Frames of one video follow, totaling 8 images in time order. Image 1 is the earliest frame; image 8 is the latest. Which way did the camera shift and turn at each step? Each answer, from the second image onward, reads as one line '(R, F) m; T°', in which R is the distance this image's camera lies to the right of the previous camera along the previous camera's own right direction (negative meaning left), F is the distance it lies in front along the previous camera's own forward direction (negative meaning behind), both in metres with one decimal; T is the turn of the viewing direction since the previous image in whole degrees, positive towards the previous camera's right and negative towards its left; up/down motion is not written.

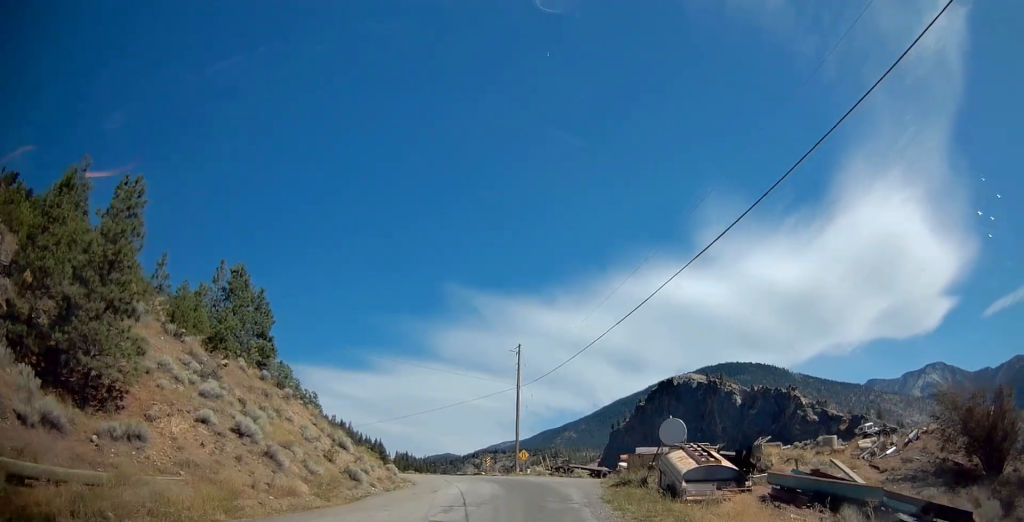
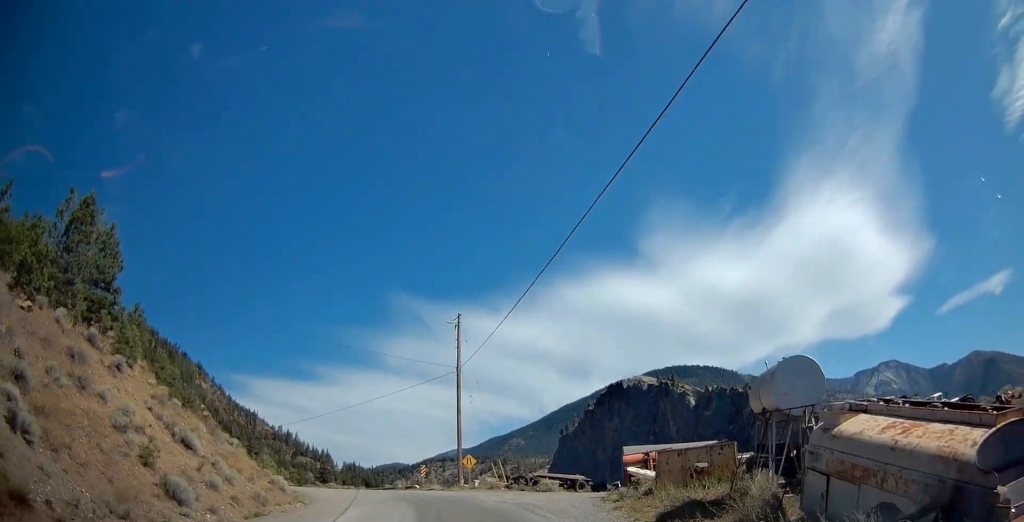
(+0.6, +14.7) m; +5°
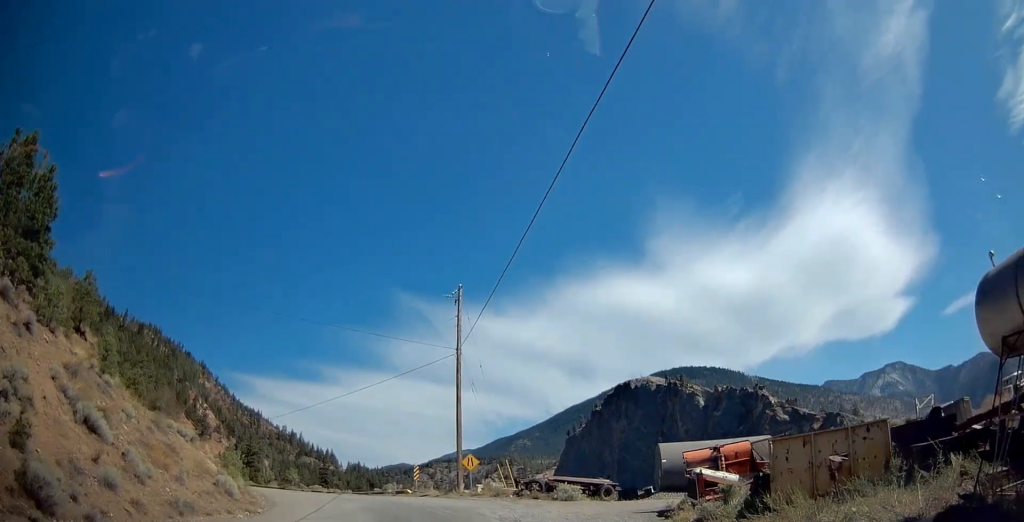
(0.0, +7.1) m; +1°
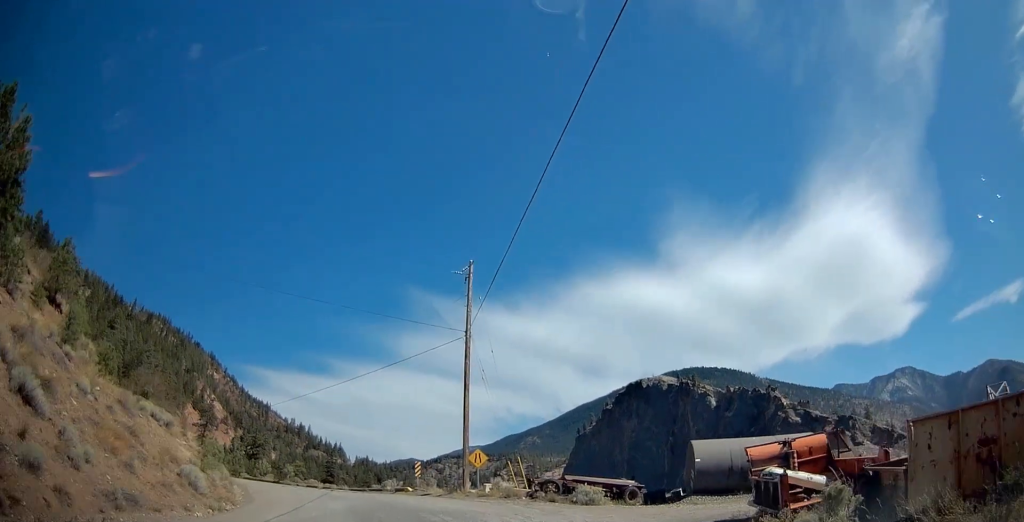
(+0.1, +3.8) m; +1°
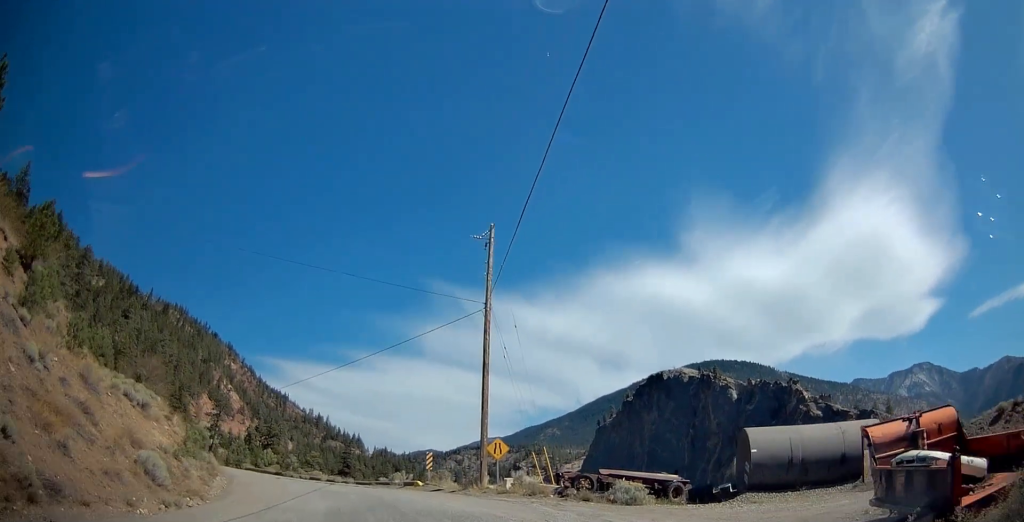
(0.0, +4.3) m; +1°
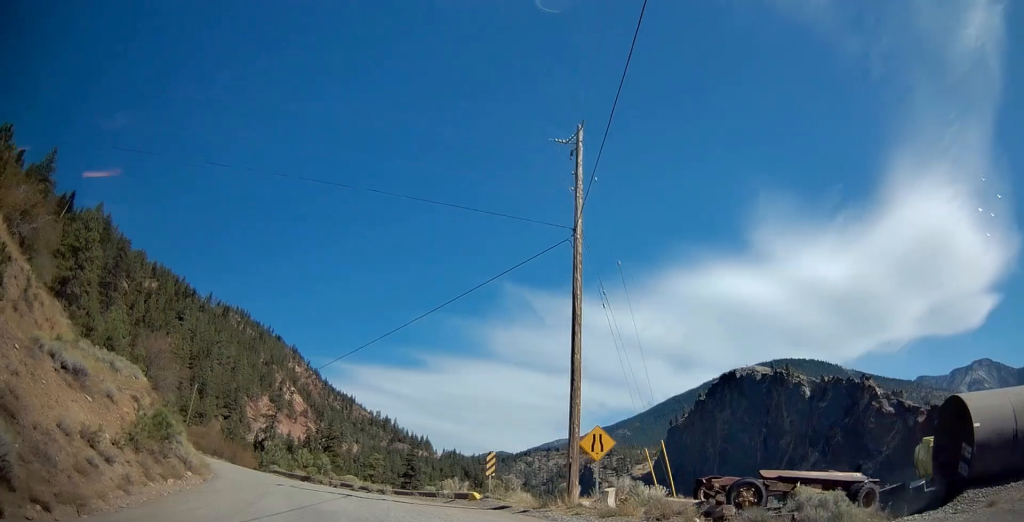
(-0.2, +9.8) m; -7°
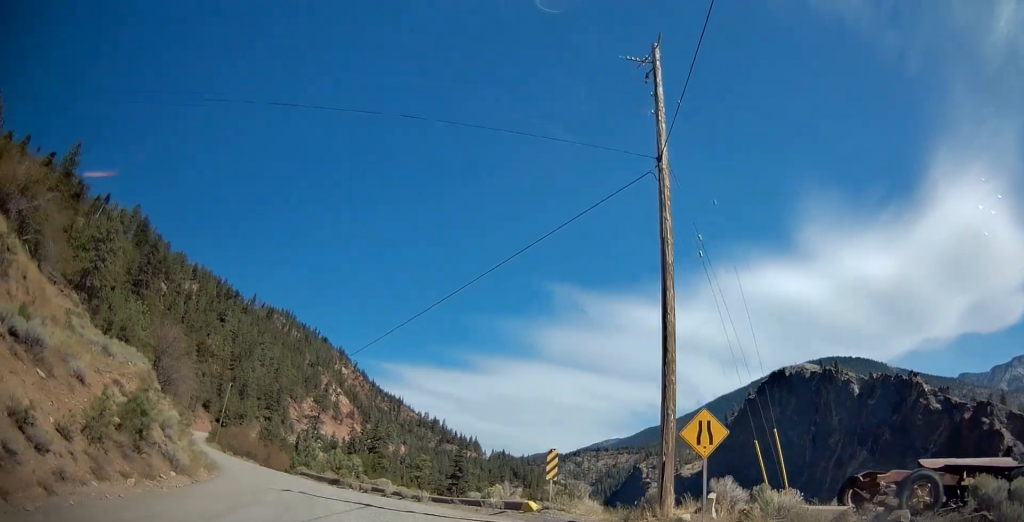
(-0.2, +4.9) m; -6°
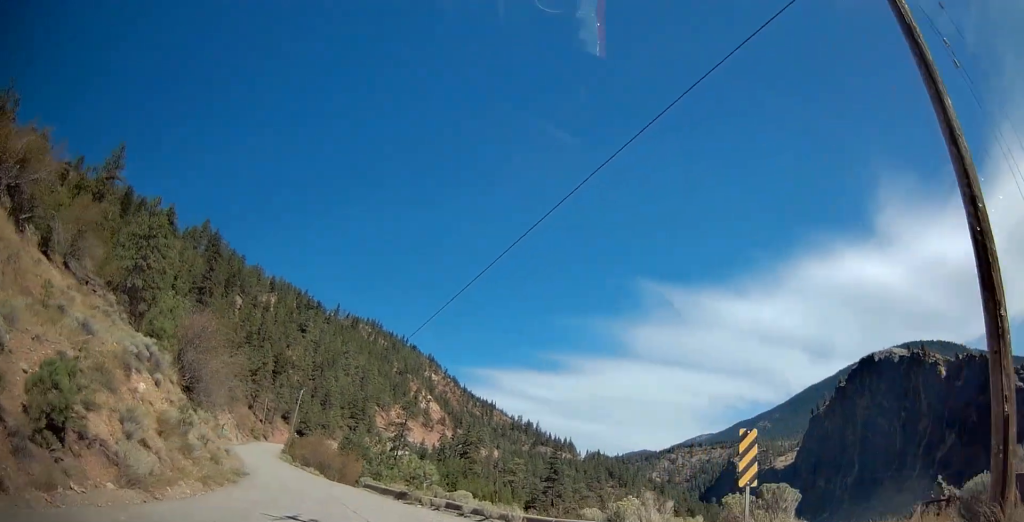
(-0.7, +7.8) m; -10°
